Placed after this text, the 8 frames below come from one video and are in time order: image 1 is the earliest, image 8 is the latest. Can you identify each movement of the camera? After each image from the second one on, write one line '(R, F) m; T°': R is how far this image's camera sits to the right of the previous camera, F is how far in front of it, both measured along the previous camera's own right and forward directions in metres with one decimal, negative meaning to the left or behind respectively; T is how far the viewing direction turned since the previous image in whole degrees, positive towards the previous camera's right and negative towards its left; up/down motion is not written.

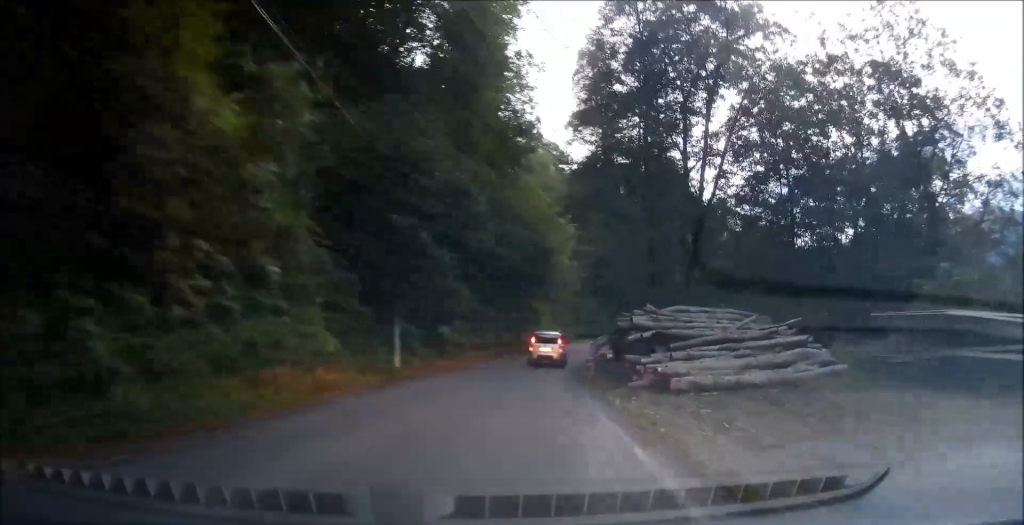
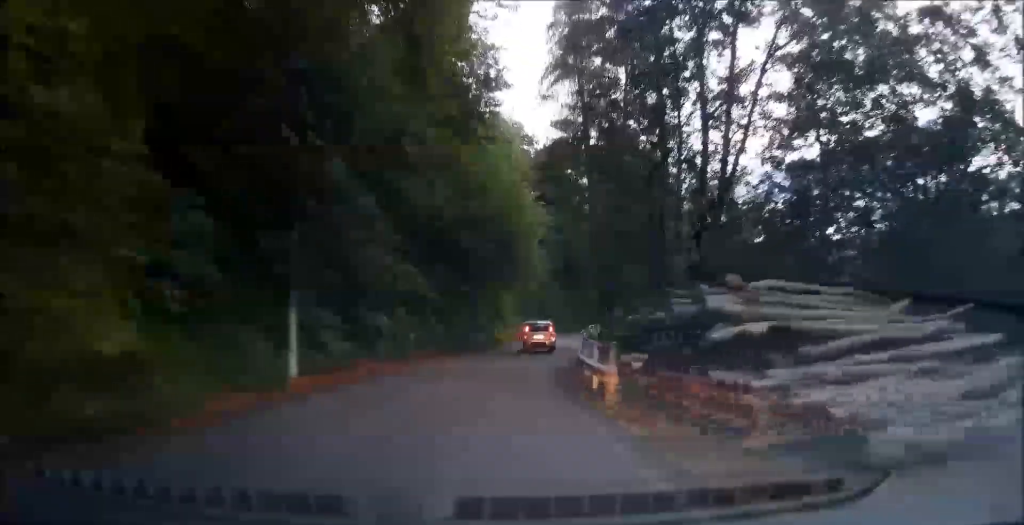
(+0.7, +8.1) m; +5°
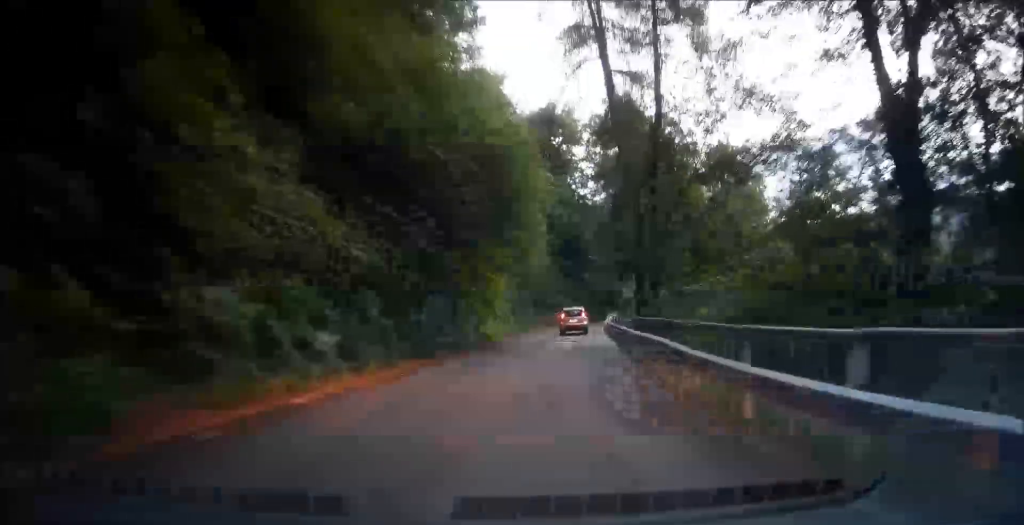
(+0.4, +12.5) m; +5°
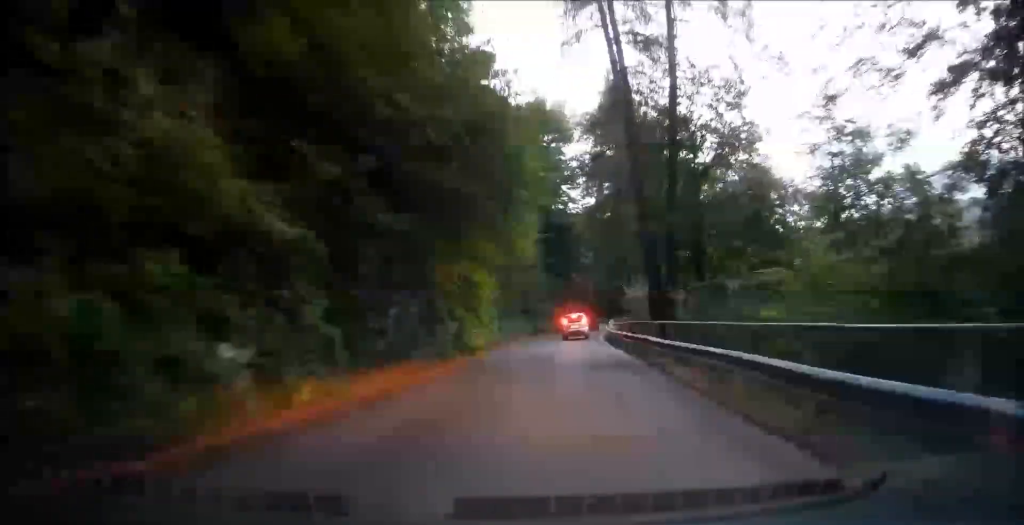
(+0.2, +4.5) m; +2°
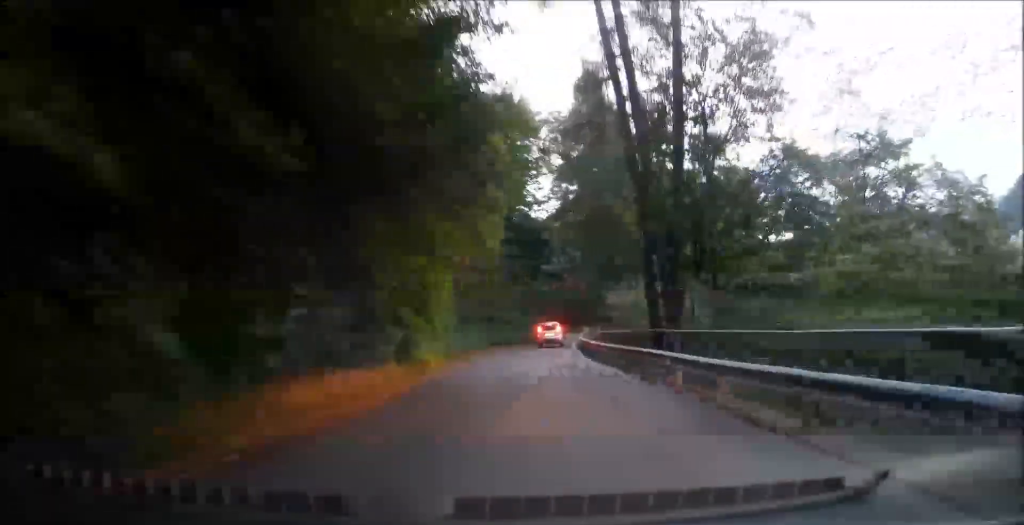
(+0.1, +4.8) m; +2°
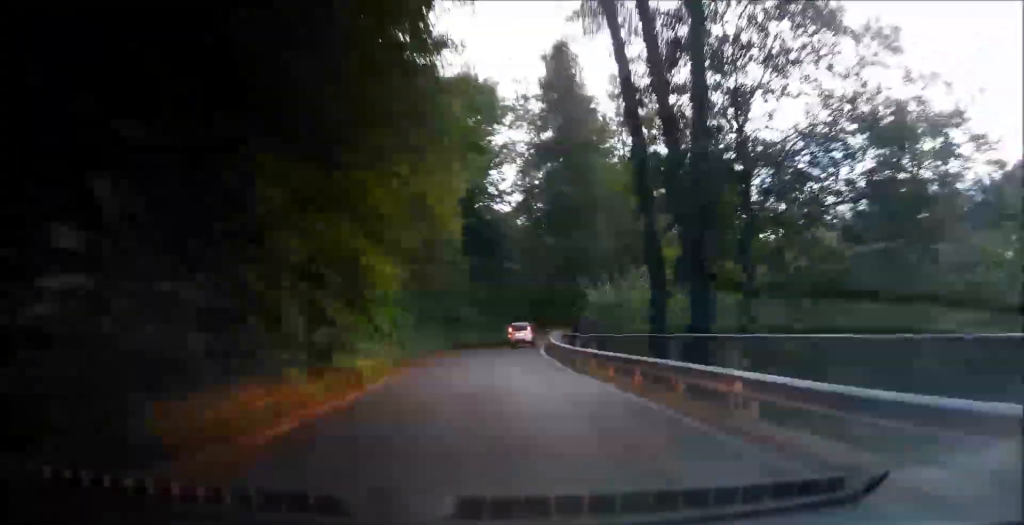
(0.0, +5.1) m; +3°
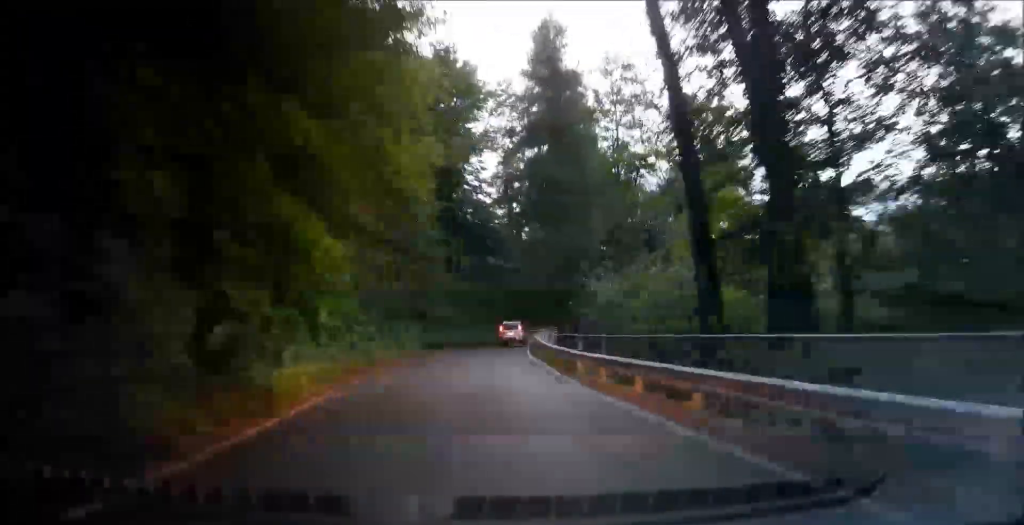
(-0.2, +4.4) m; +3°
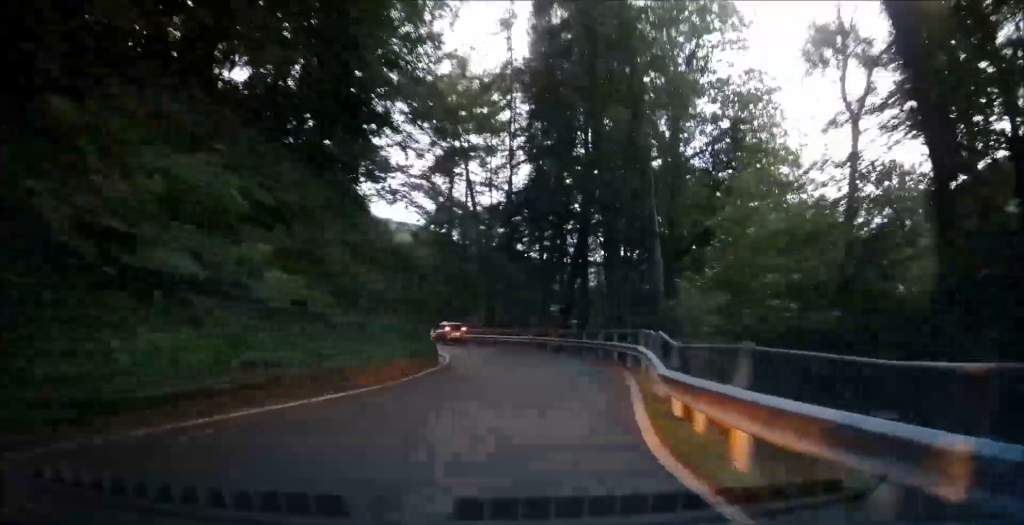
(+2.3, +36.6) m; +2°
